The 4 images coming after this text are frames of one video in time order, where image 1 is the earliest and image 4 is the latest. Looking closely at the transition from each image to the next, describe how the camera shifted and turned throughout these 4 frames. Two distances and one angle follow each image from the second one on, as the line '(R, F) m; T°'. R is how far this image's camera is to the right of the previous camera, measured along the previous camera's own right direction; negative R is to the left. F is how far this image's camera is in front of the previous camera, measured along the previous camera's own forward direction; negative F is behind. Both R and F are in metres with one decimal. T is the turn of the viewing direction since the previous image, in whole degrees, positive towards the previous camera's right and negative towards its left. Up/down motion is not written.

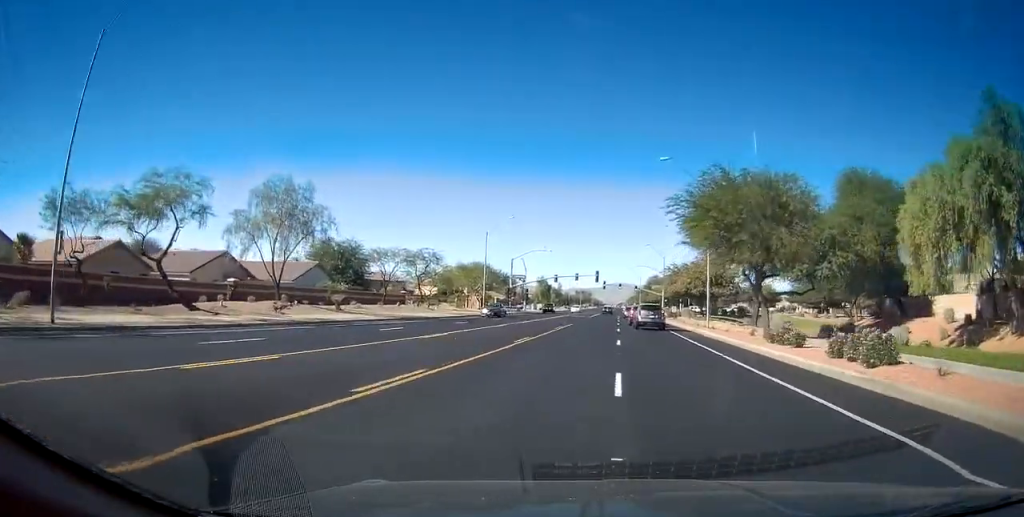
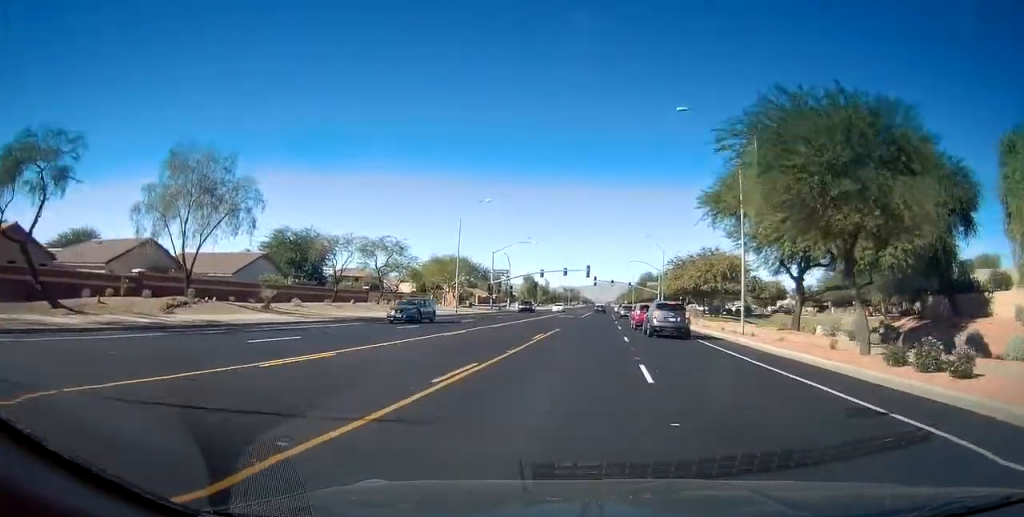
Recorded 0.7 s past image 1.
(-0.2, +10.2) m; -1°
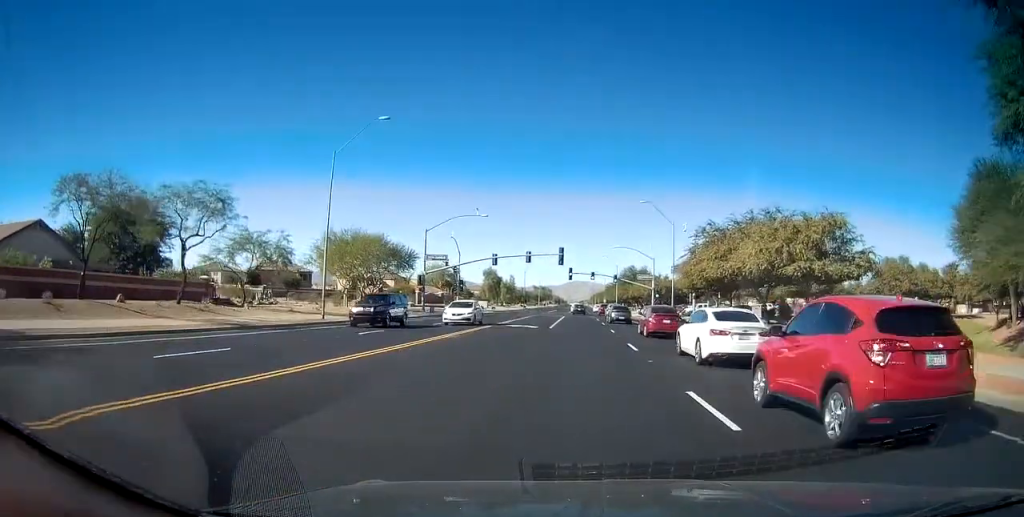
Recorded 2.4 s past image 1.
(-0.3, +27.0) m; +1°
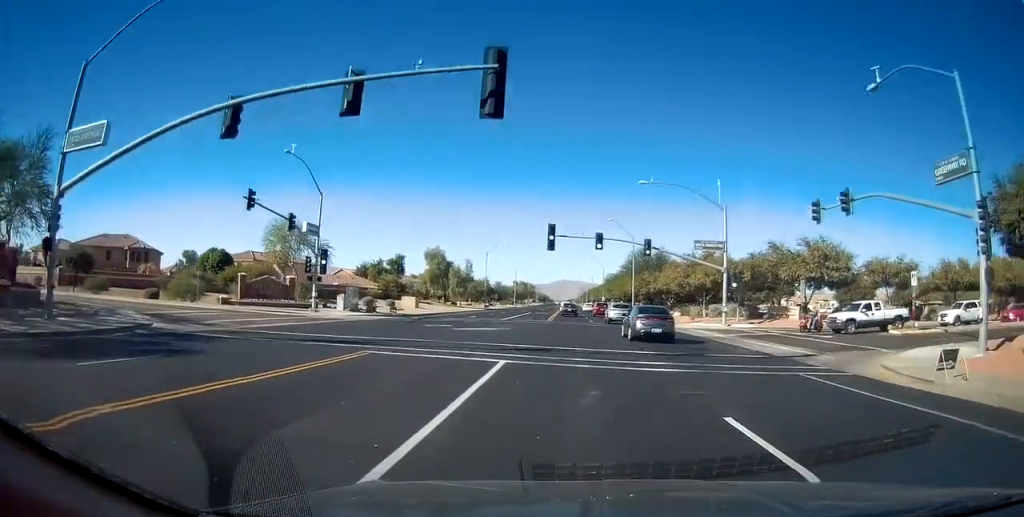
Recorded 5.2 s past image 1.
(+1.4, +49.7) m; +2°
